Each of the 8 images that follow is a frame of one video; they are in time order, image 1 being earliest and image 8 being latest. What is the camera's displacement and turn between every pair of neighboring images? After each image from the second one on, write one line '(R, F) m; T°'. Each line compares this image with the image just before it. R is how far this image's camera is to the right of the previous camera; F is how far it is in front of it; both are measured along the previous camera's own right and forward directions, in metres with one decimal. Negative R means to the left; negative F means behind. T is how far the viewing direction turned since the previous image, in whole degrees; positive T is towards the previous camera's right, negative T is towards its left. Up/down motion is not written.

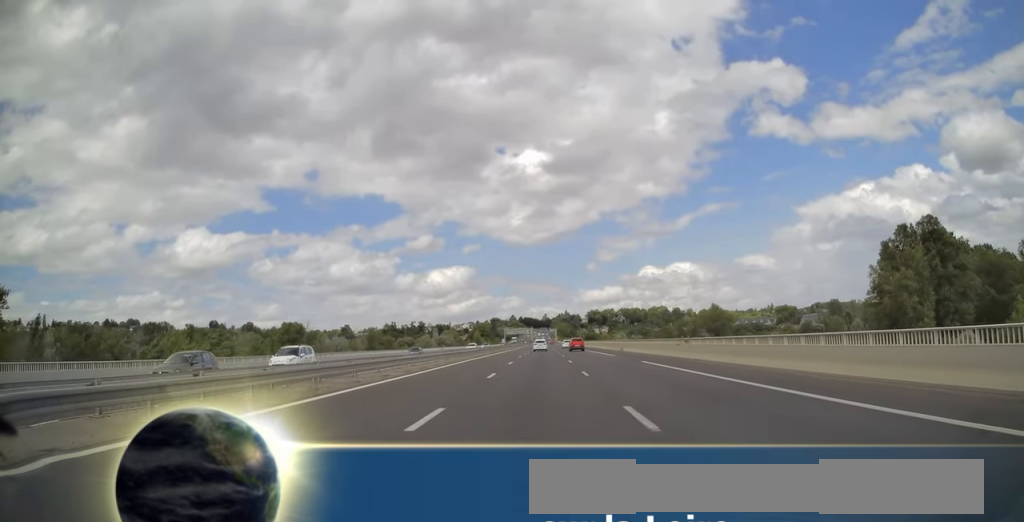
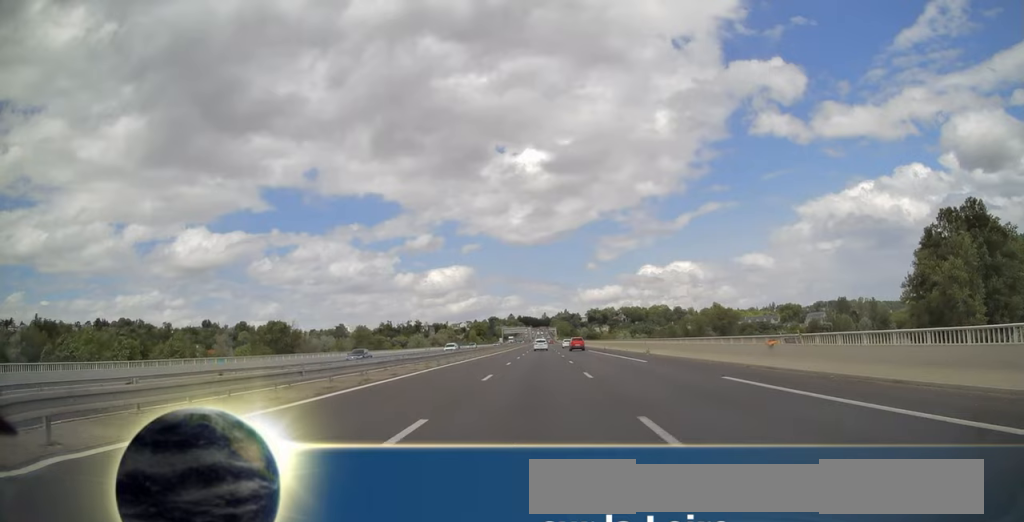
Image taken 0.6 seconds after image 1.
(-0.1, +14.1) m; +1°
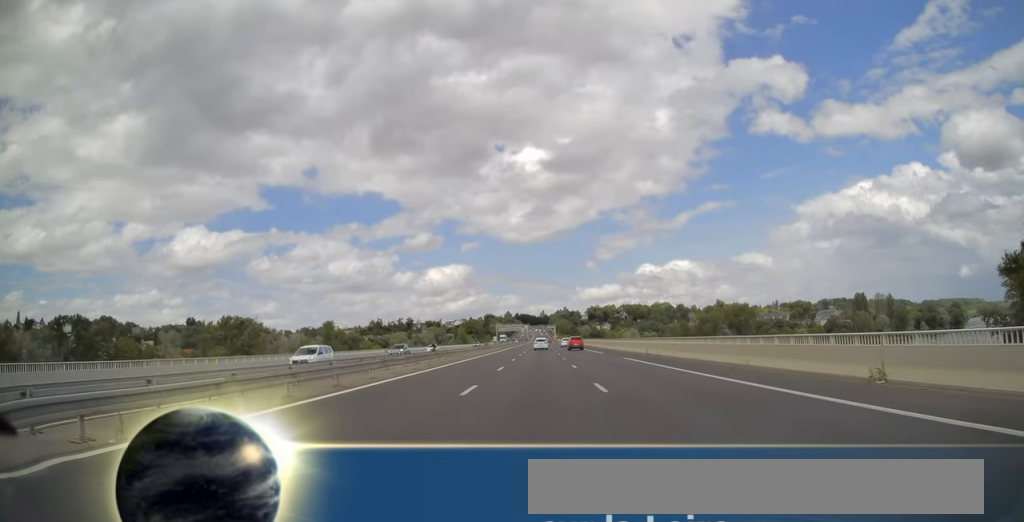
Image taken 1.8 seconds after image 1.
(+0.9, +30.4) m; +3°
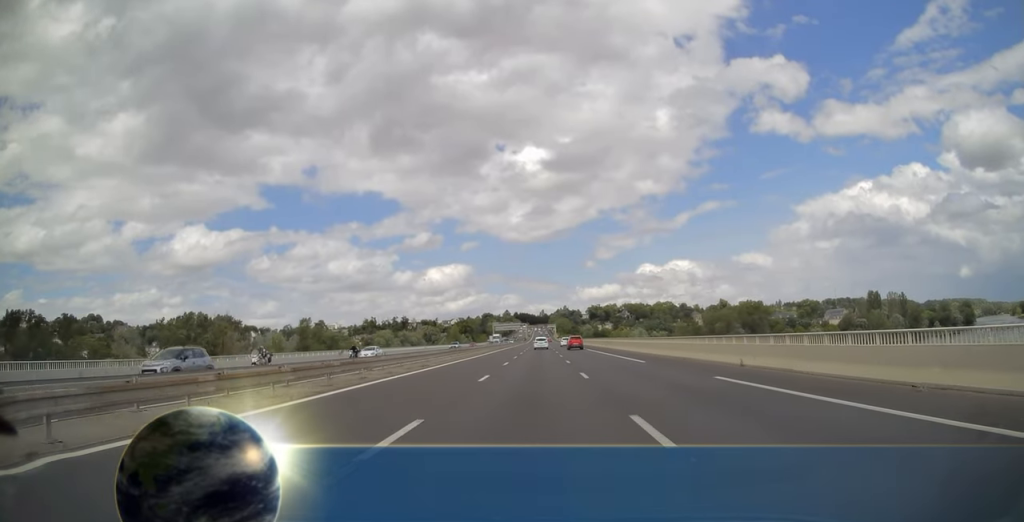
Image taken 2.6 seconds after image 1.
(+0.2, +23.5) m; 0°
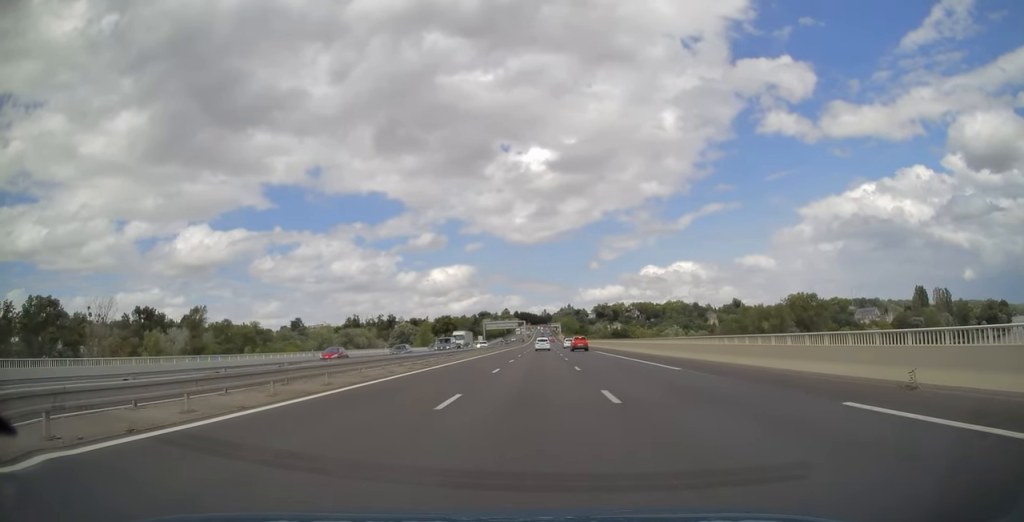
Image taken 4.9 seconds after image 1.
(-0.6, +64.2) m; -1°
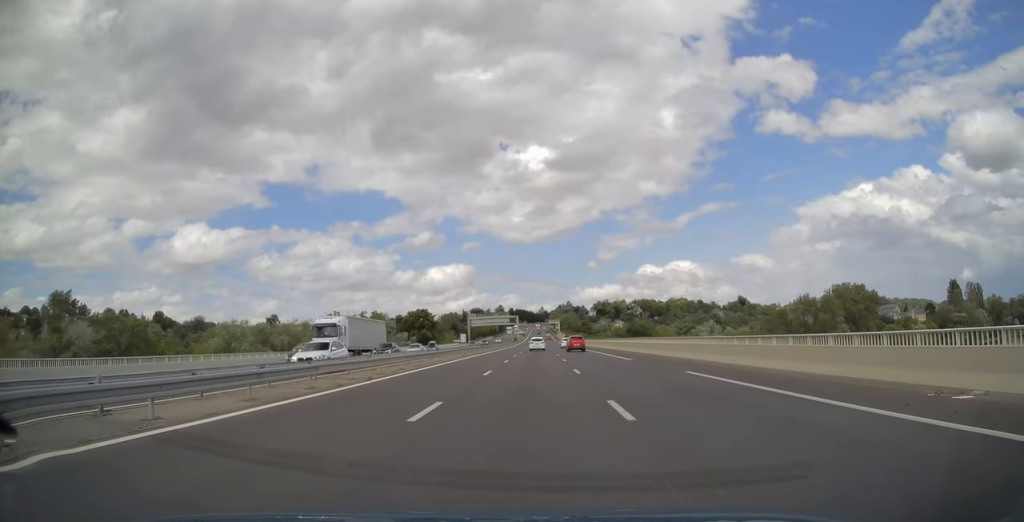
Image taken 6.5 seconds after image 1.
(+0.3, +42.1) m; 0°
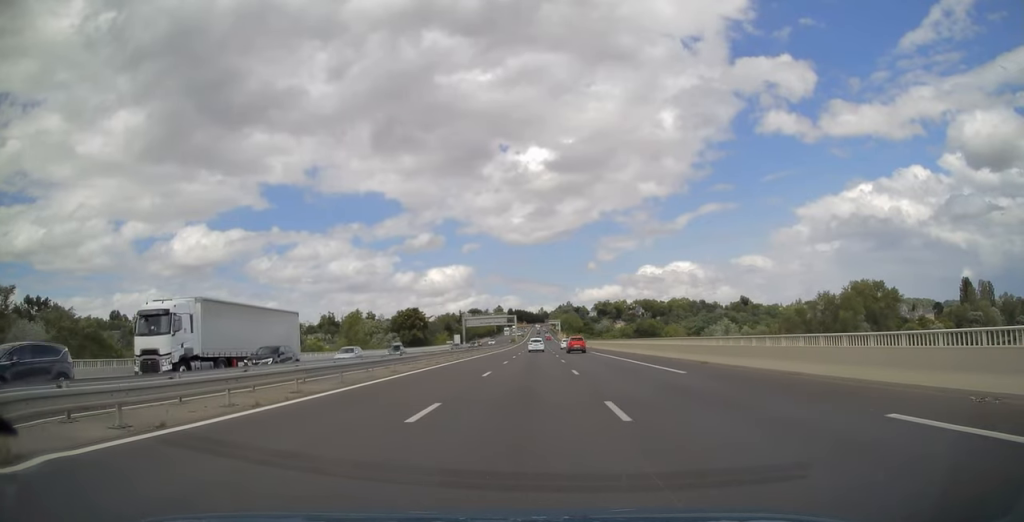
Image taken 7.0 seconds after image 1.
(0.0, +13.1) m; 0°
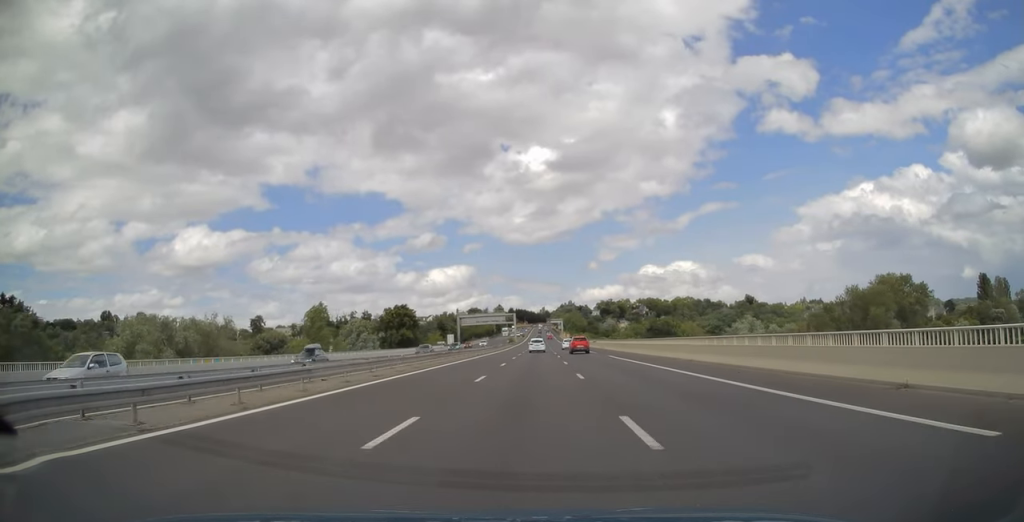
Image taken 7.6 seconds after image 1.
(0.0, +15.7) m; 0°
